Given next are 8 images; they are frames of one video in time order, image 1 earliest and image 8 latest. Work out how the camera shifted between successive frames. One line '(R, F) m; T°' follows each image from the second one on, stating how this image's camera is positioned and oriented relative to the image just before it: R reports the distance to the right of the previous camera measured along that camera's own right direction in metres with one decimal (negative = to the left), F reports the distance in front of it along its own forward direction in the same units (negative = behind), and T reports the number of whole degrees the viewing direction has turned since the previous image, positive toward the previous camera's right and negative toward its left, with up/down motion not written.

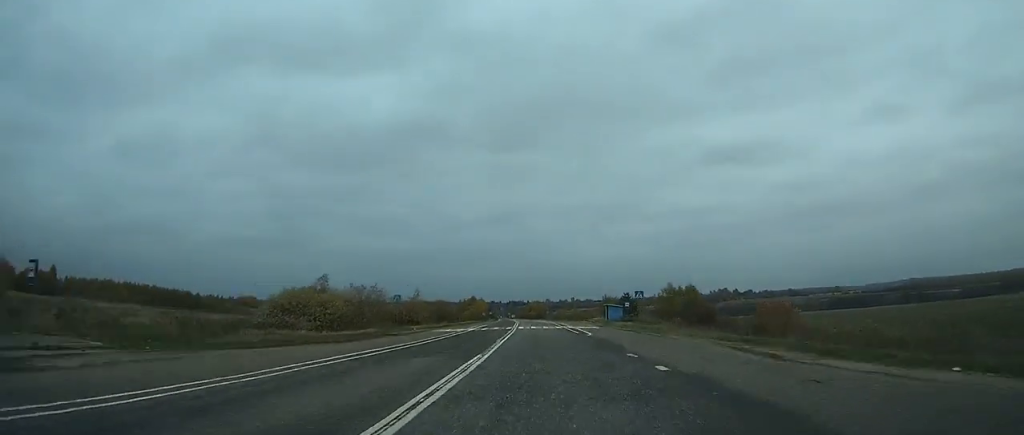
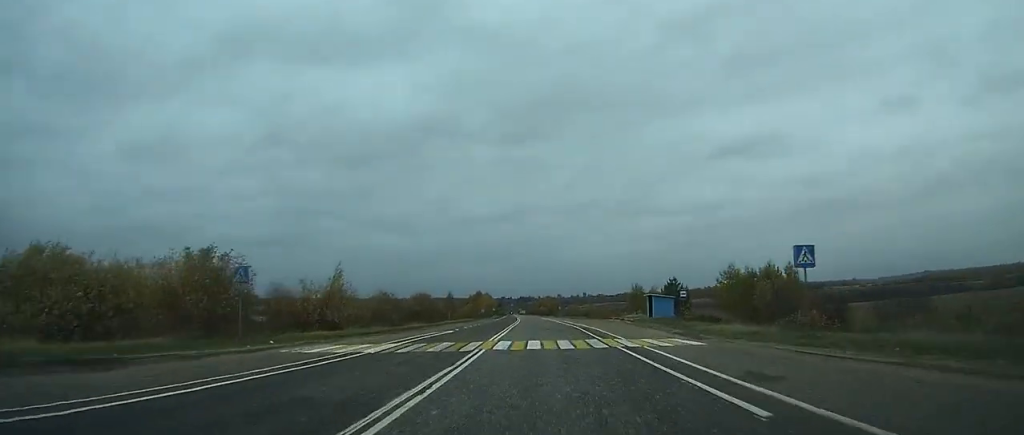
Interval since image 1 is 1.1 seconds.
(-0.4, +28.4) m; -1°
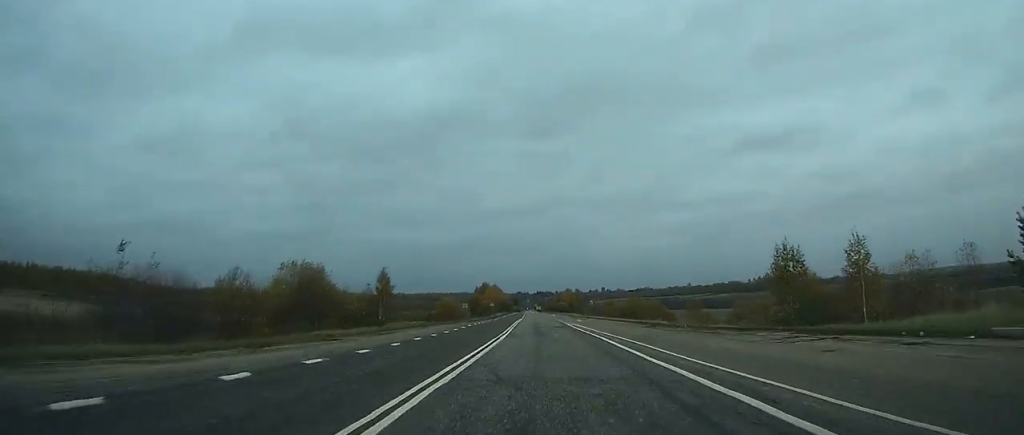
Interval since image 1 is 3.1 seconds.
(-0.9, +54.7) m; -1°
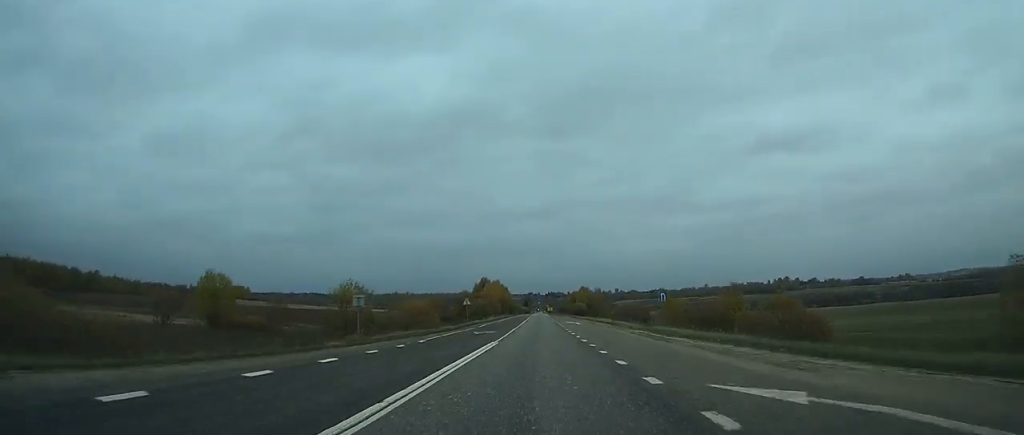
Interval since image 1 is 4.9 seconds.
(-0.5, +53.3) m; -1°
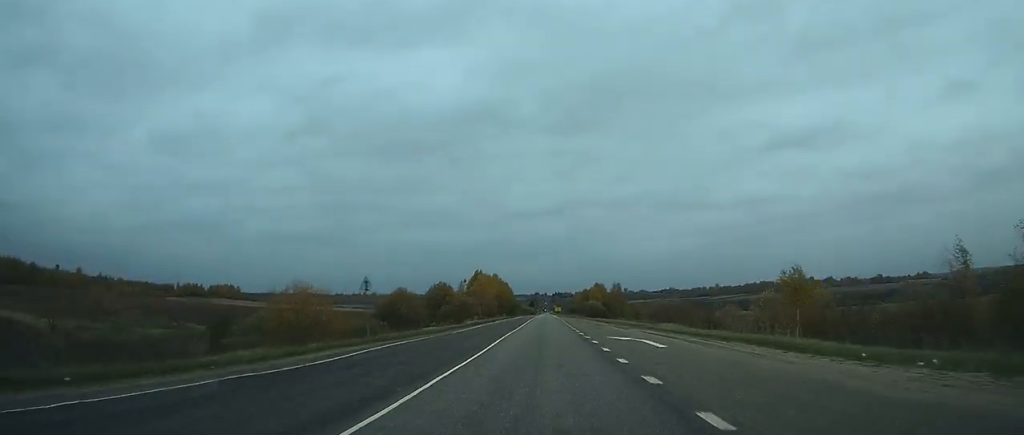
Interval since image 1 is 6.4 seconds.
(-0.2, +41.6) m; -1°
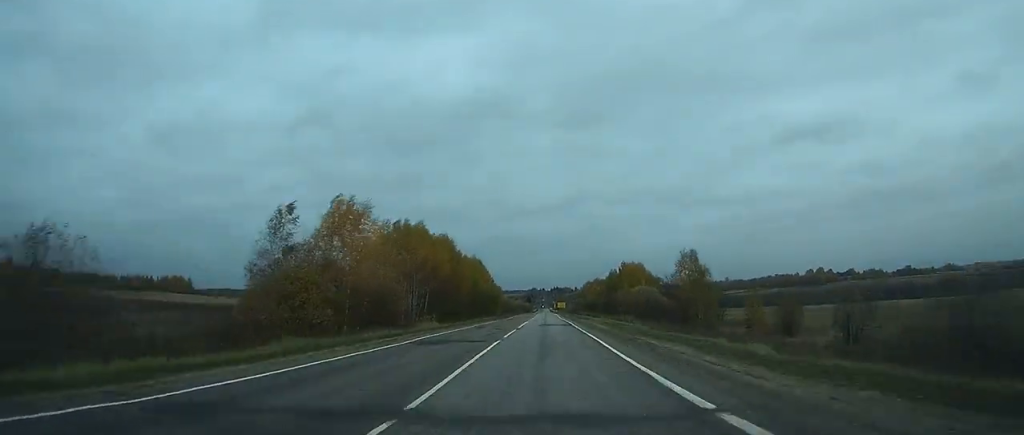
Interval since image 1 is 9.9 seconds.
(-0.3, +95.7) m; 0°
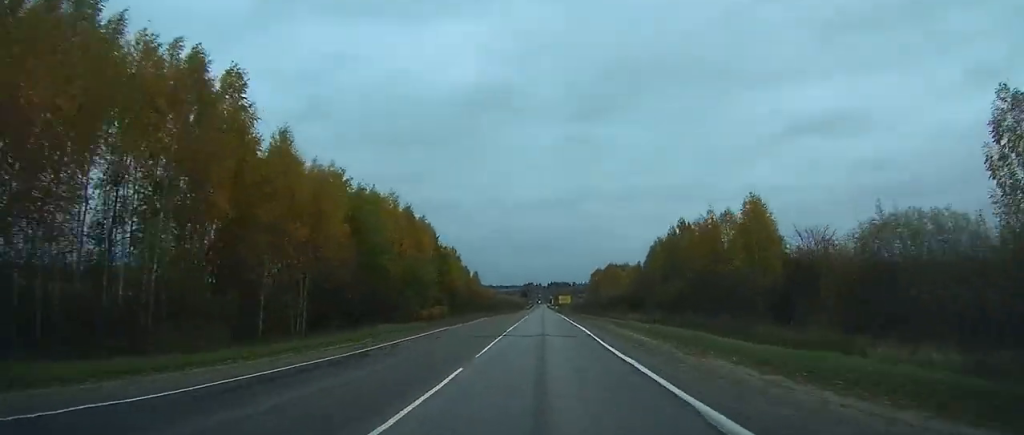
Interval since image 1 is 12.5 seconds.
(+0.2, +68.3) m; 0°
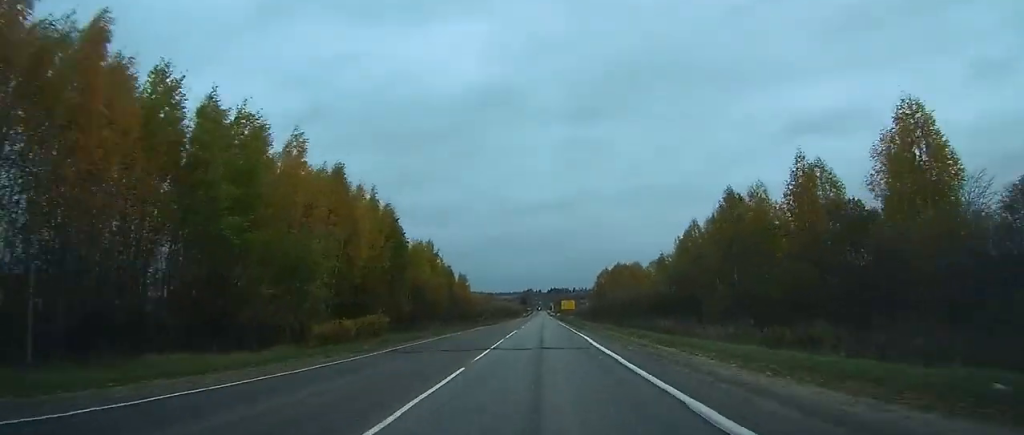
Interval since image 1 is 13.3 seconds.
(+0.1, +25.3) m; 0°
